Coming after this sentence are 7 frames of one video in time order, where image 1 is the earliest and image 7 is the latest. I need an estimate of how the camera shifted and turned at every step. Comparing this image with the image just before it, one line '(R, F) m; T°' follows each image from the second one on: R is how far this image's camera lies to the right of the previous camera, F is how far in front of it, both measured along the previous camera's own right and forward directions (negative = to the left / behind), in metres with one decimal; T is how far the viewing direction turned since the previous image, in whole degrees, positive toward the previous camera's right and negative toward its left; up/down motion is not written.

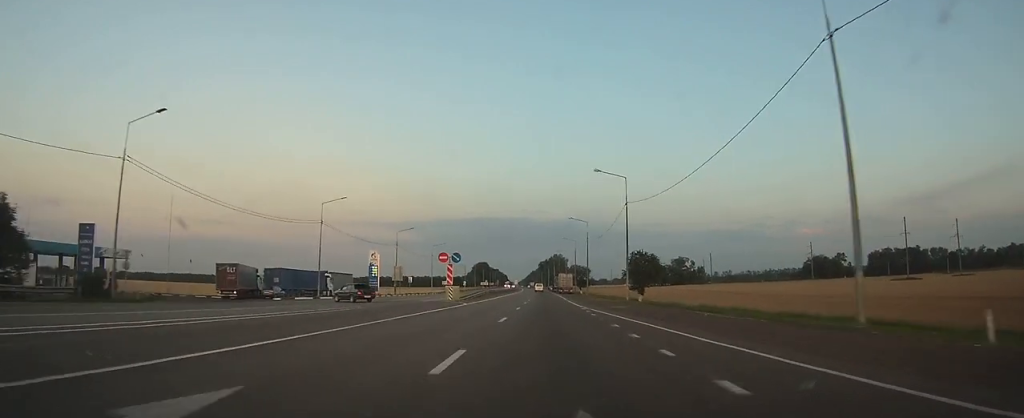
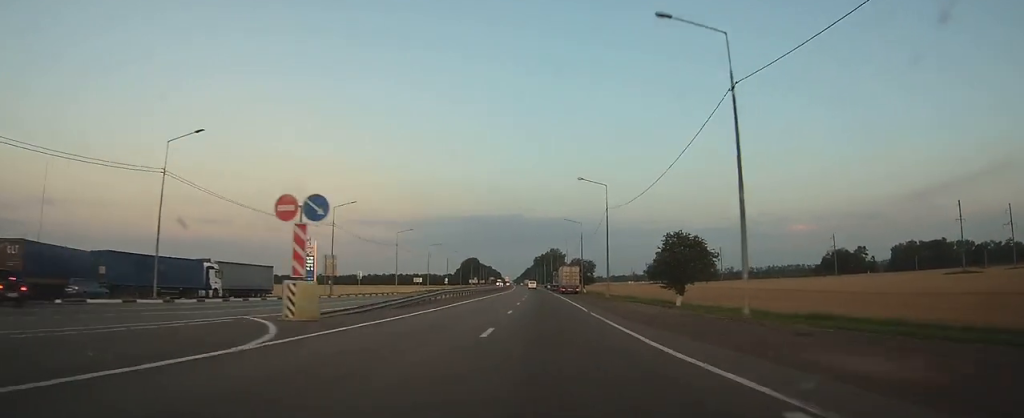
(+0.1, +29.6) m; 0°
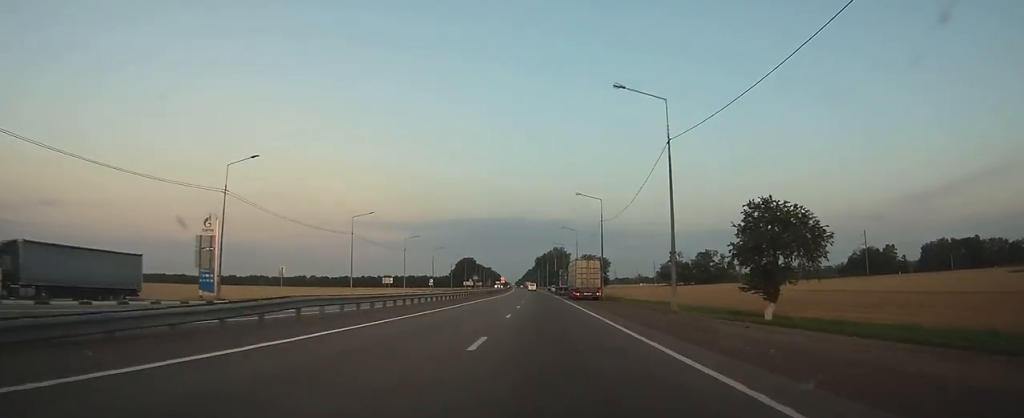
(+0.1, +26.4) m; 0°
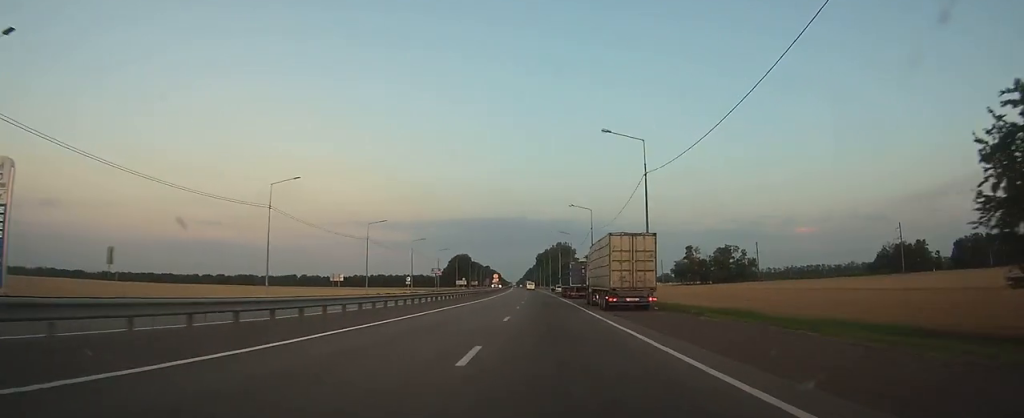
(0.0, +25.6) m; 0°
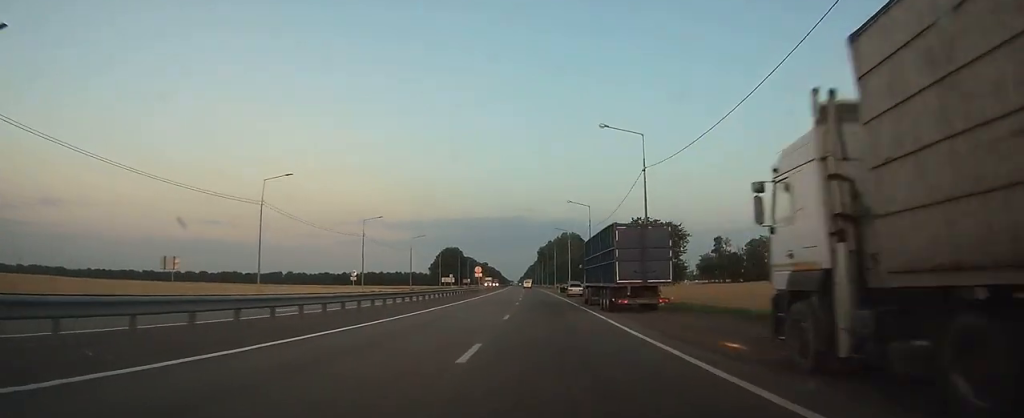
(0.0, +35.4) m; 0°
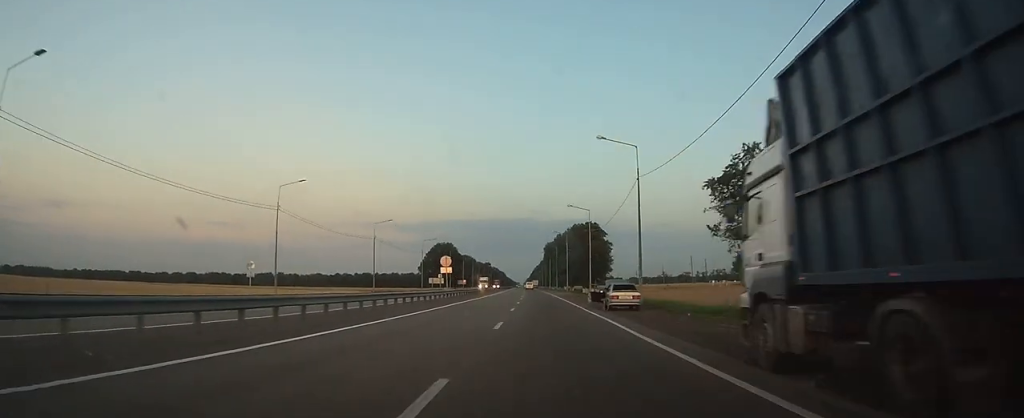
(0.0, +31.5) m; -1°
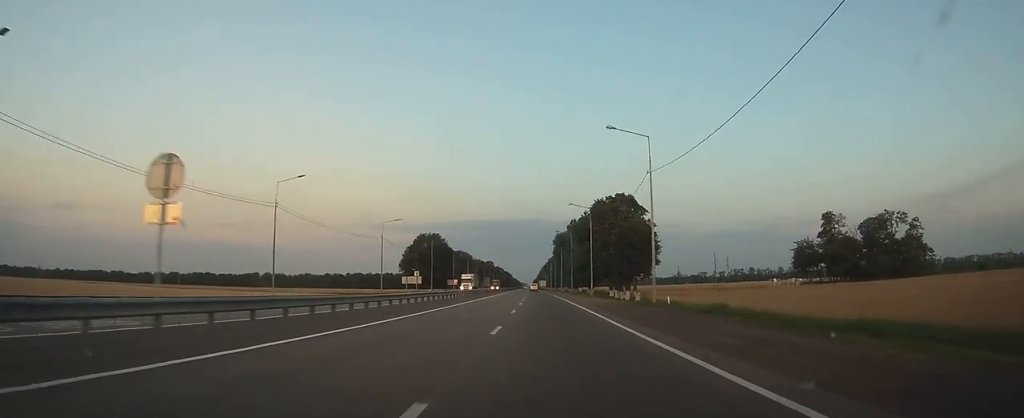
(-0.6, +37.5) m; -1°
